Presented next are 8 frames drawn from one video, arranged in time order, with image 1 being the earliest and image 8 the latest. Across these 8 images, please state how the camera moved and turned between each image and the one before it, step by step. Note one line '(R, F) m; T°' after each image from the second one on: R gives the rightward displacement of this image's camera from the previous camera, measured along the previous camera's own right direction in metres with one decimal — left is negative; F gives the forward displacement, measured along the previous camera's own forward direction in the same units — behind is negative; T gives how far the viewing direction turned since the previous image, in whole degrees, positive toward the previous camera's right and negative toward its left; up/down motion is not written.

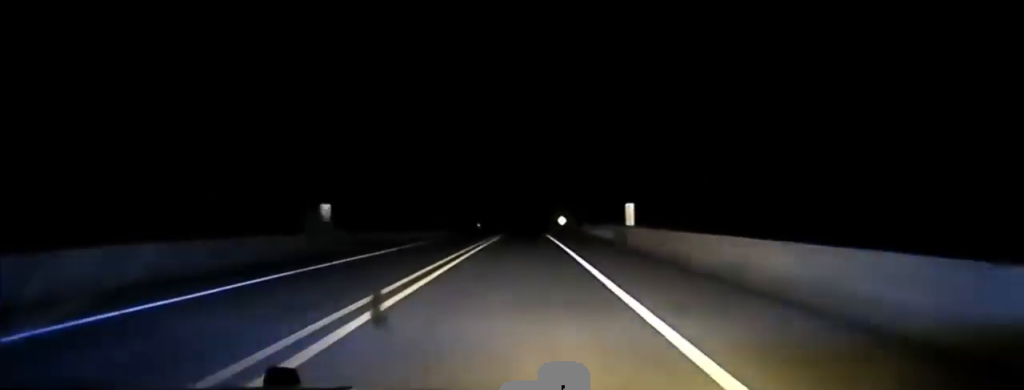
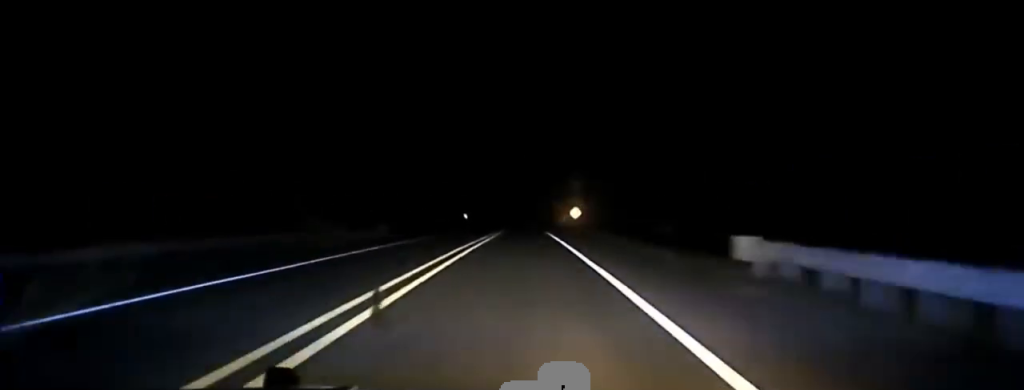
(0.0, +41.5) m; 0°
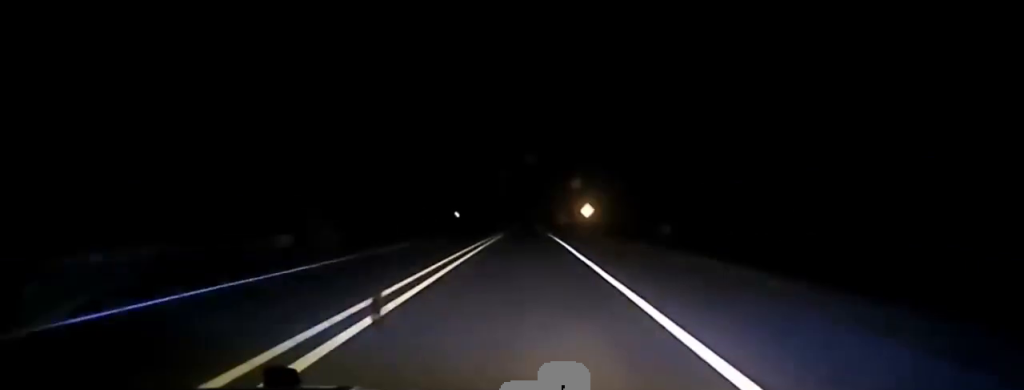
(+0.1, +21.9) m; 0°
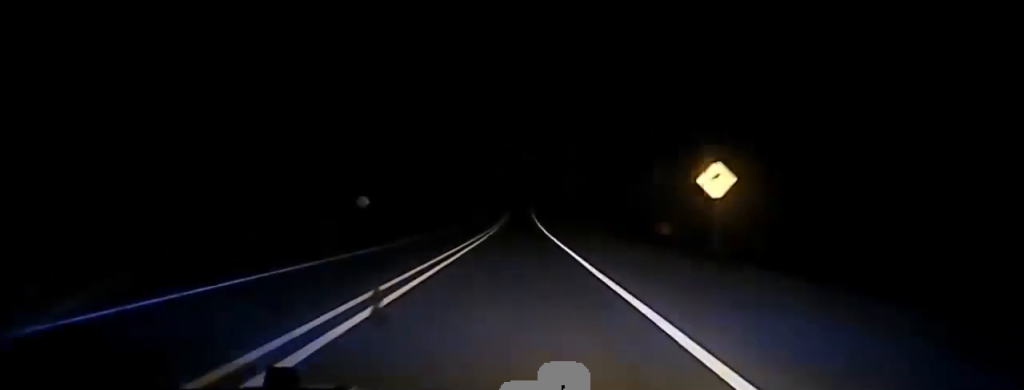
(-0.6, +77.8) m; 0°
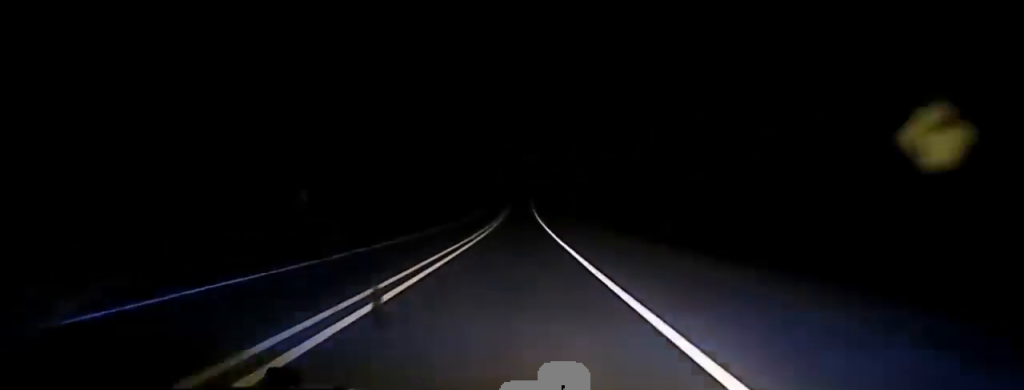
(+0.2, +20.7) m; 0°
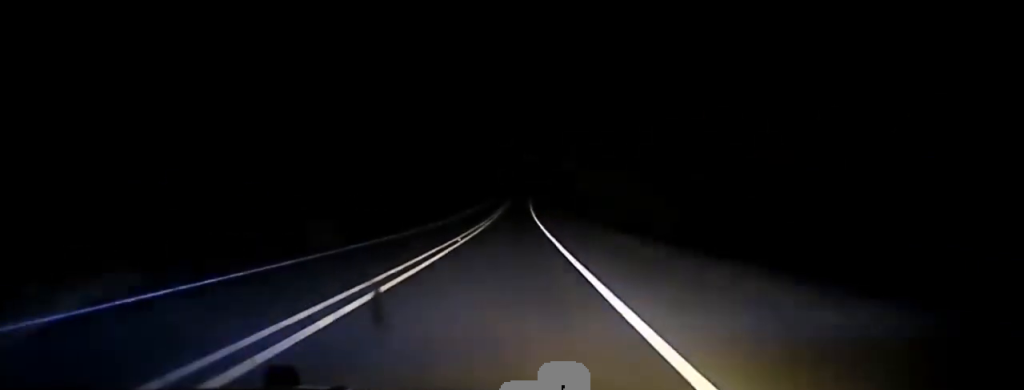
(+0.1, +35.1) m; 0°
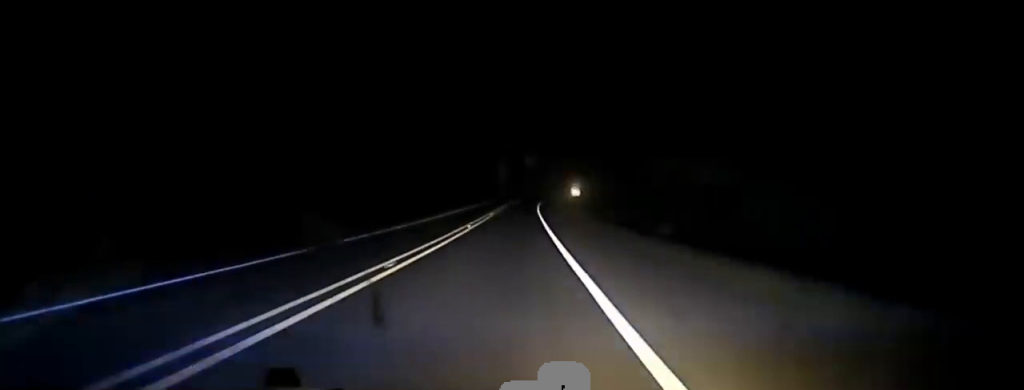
(-0.1, +67.2) m; 0°
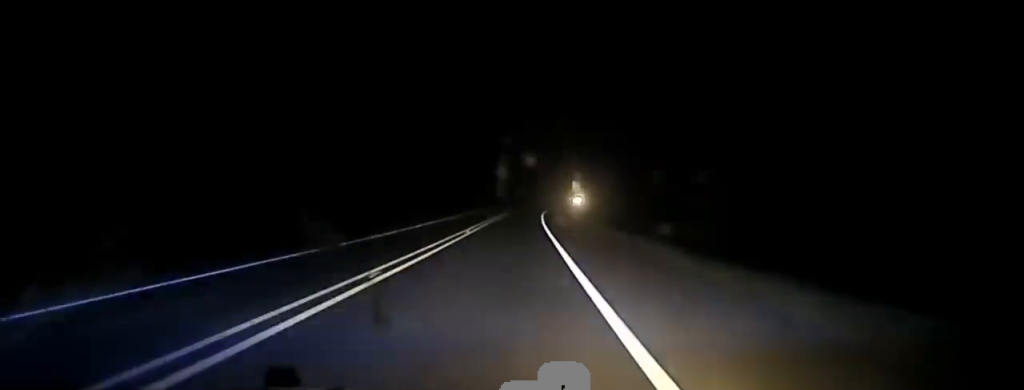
(-0.1, +27.1) m; 0°
